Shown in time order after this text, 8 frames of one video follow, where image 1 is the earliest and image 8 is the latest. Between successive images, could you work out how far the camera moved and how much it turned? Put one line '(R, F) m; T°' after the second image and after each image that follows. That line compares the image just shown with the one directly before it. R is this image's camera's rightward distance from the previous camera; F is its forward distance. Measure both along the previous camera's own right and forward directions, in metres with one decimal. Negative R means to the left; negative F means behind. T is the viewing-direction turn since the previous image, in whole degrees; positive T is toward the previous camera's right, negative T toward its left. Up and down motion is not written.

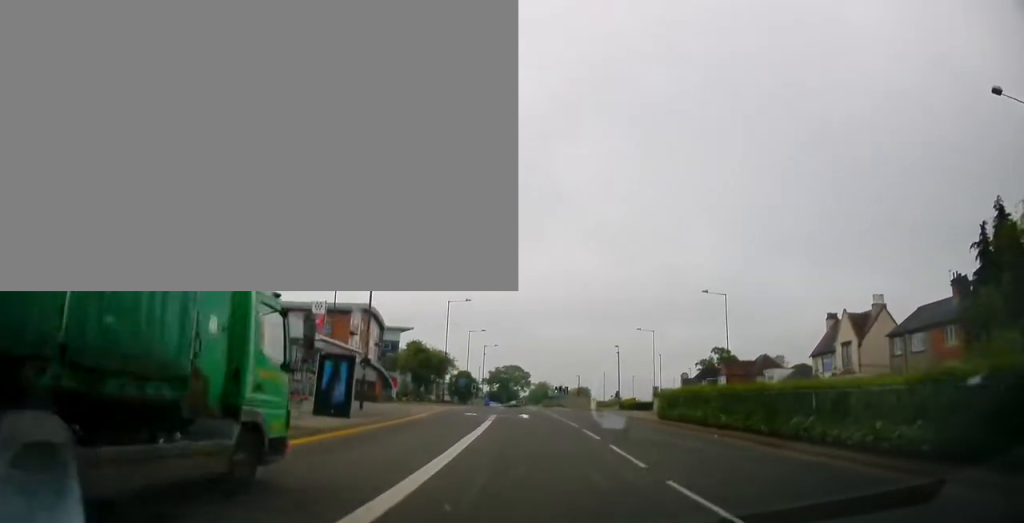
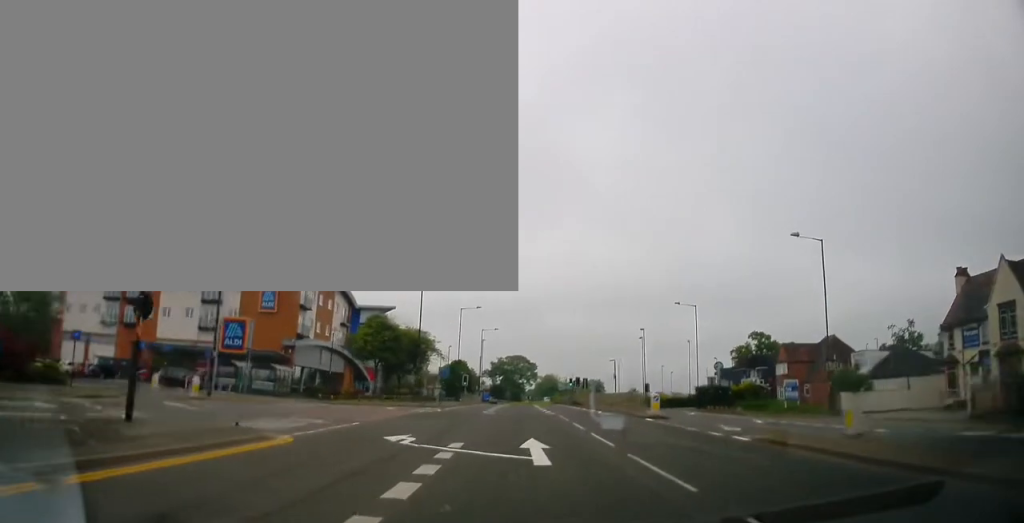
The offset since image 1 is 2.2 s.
(-0.2, +20.4) m; -1°
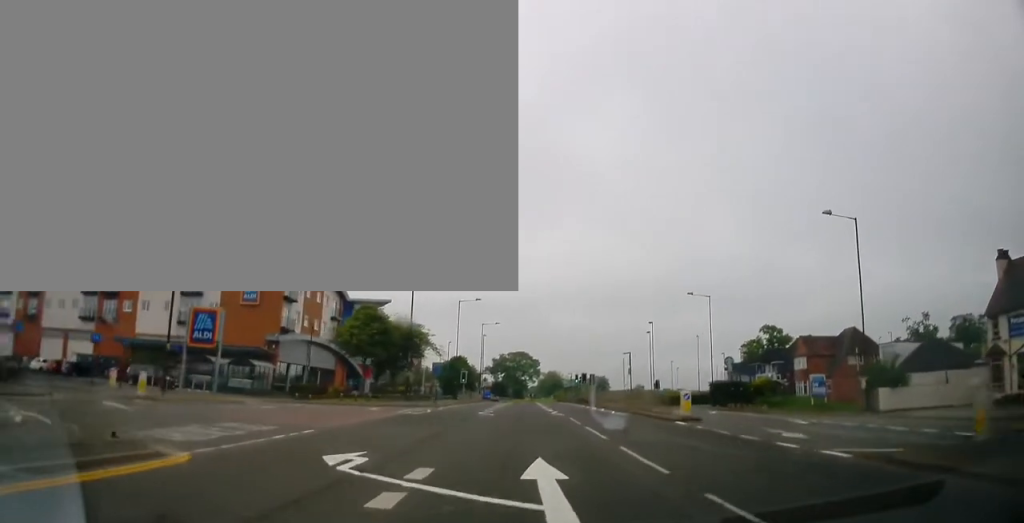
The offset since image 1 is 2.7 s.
(0.0, +5.2) m; -1°
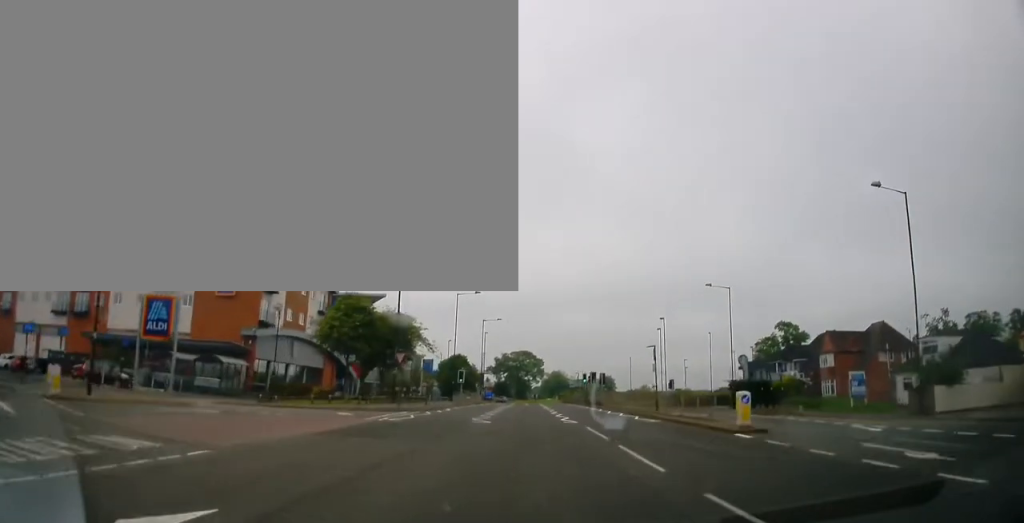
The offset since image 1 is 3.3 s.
(-0.1, +5.8) m; 0°
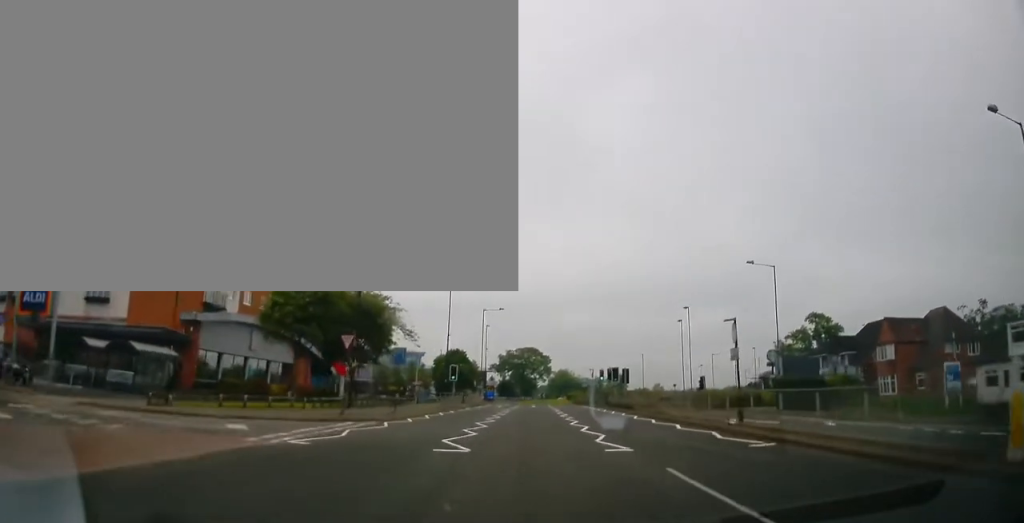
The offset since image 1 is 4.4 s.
(0.0, +10.3) m; +1°
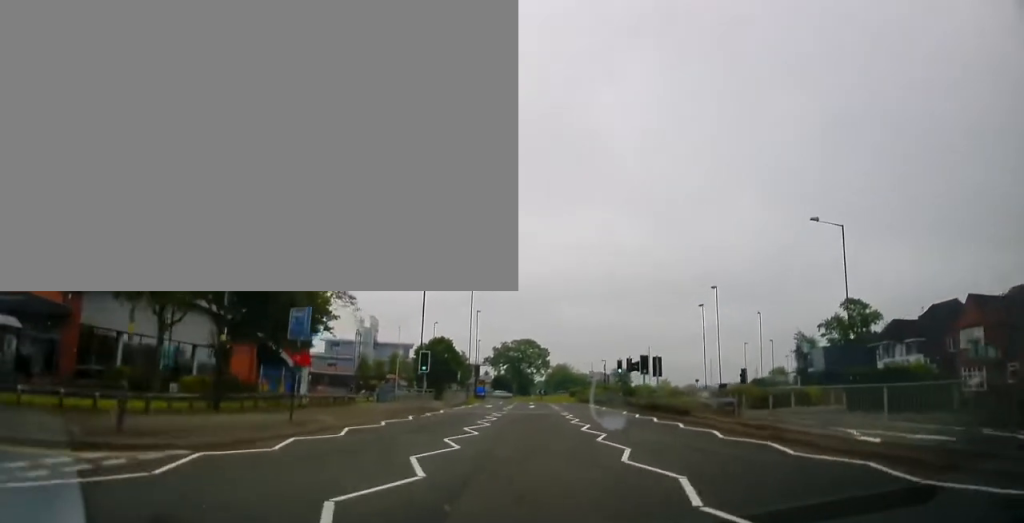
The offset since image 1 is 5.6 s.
(+0.3, +12.4) m; 0°
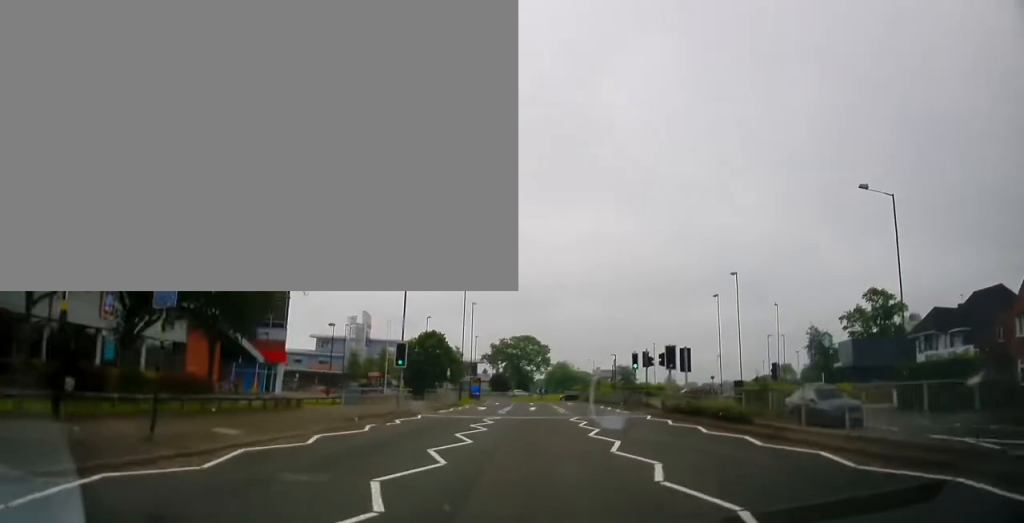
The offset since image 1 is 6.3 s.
(0.0, +6.5) m; -1°
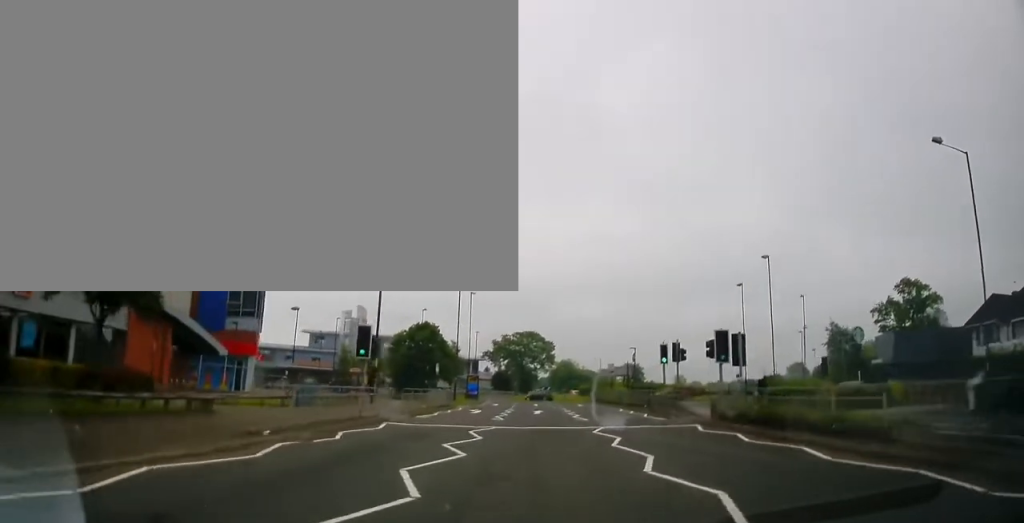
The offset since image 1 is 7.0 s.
(-0.3, +7.1) m; -1°
